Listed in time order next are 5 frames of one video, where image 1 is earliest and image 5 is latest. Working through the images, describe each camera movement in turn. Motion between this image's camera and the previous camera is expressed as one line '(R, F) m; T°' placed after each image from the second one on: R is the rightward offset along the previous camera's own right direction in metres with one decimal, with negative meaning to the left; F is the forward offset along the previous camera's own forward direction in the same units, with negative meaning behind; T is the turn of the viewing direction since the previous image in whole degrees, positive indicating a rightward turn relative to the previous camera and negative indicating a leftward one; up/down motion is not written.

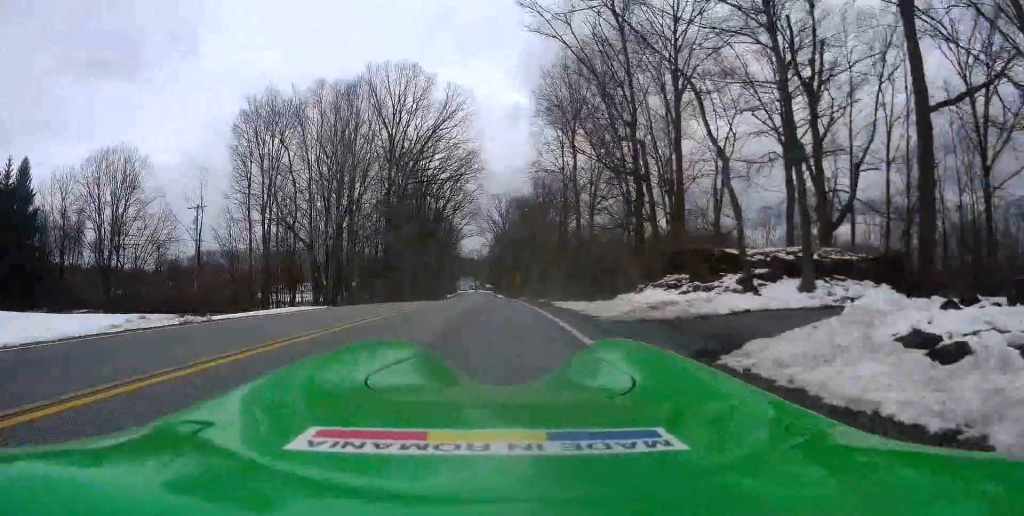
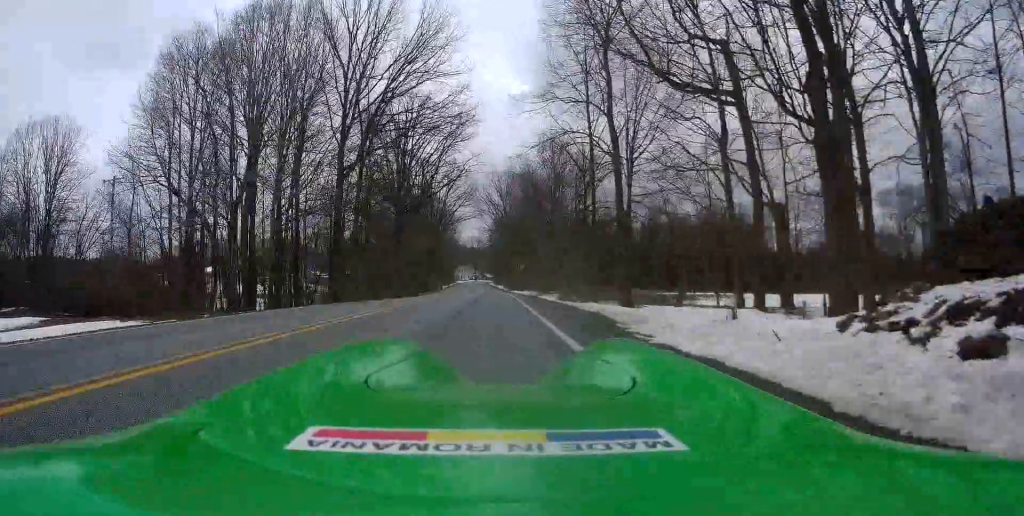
(+0.7, +14.2) m; +3°
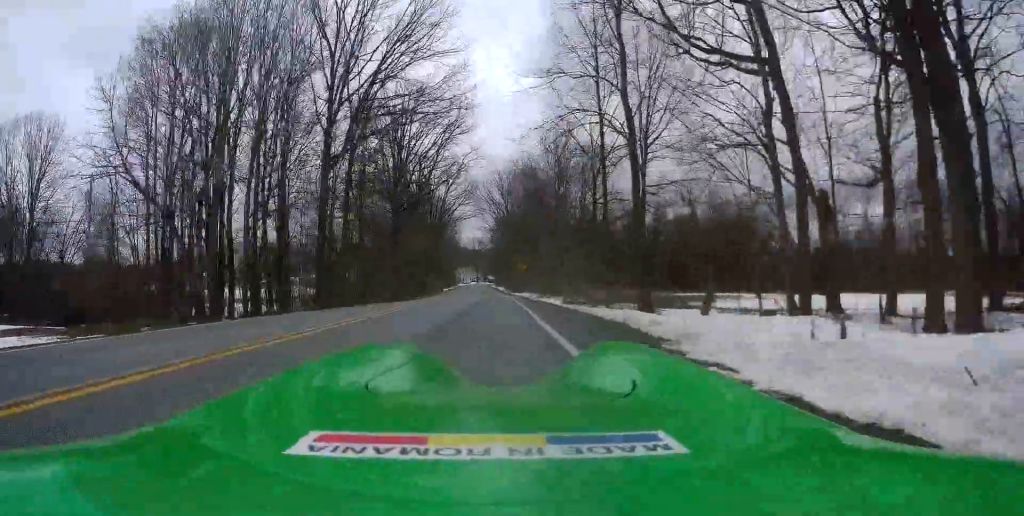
(0.0, +3.0) m; -1°
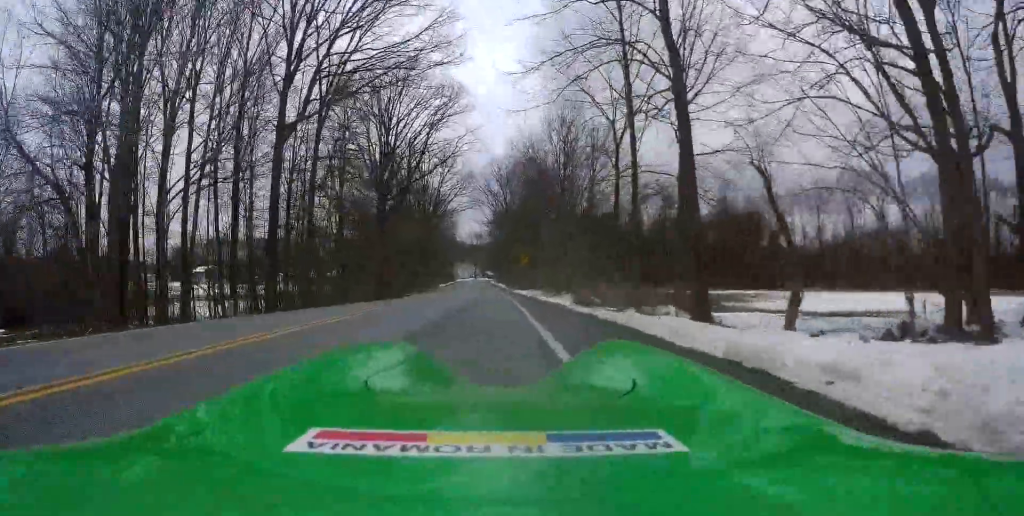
(-0.1, +6.9) m; -4°
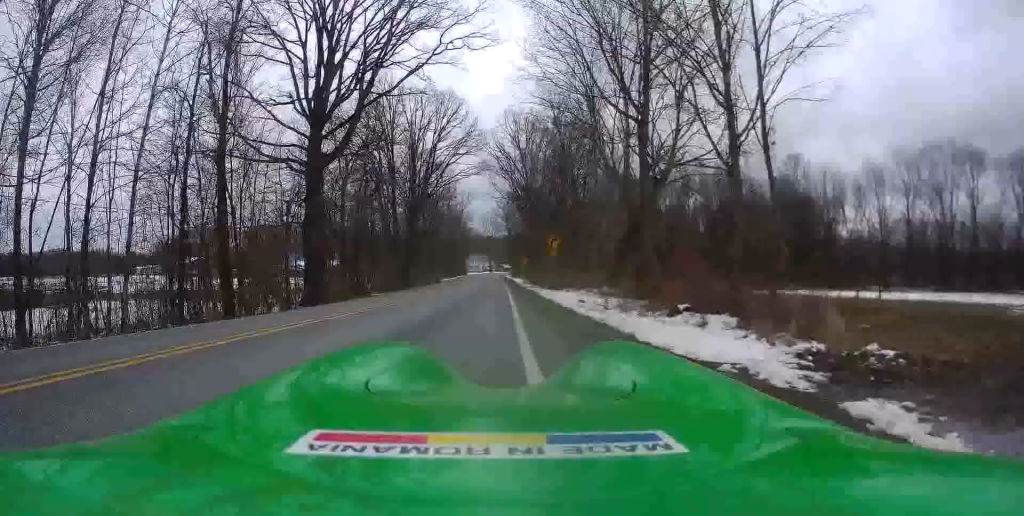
(-0.9, +23.8) m; -1°
